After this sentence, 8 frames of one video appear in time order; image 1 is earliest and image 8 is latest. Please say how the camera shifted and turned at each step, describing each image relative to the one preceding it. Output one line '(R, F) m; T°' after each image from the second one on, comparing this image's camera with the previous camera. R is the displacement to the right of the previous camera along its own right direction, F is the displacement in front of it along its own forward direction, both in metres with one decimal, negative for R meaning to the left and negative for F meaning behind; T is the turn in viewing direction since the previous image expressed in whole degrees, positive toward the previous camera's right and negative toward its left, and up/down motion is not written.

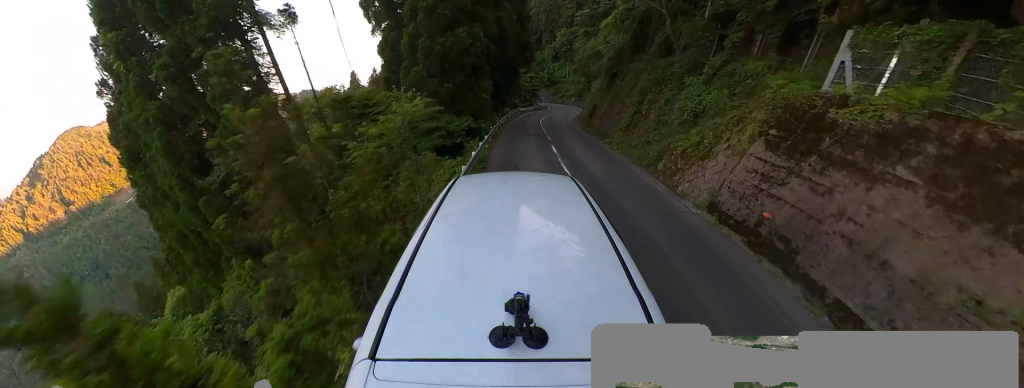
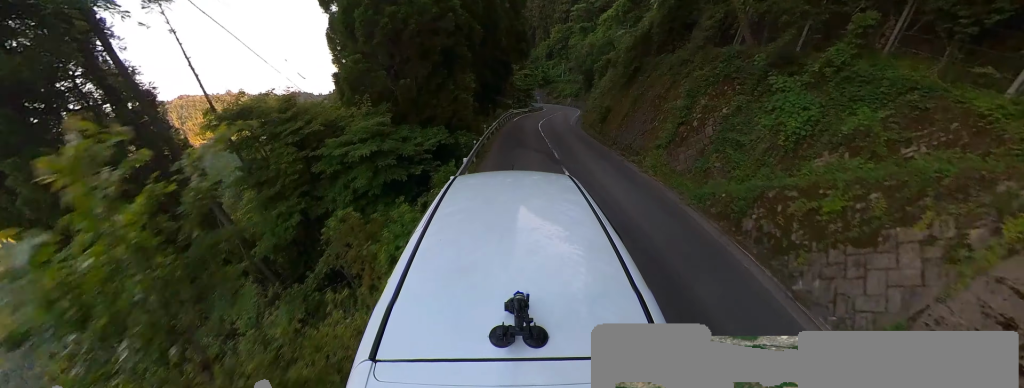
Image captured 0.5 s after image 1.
(+1.1, +5.2) m; 0°
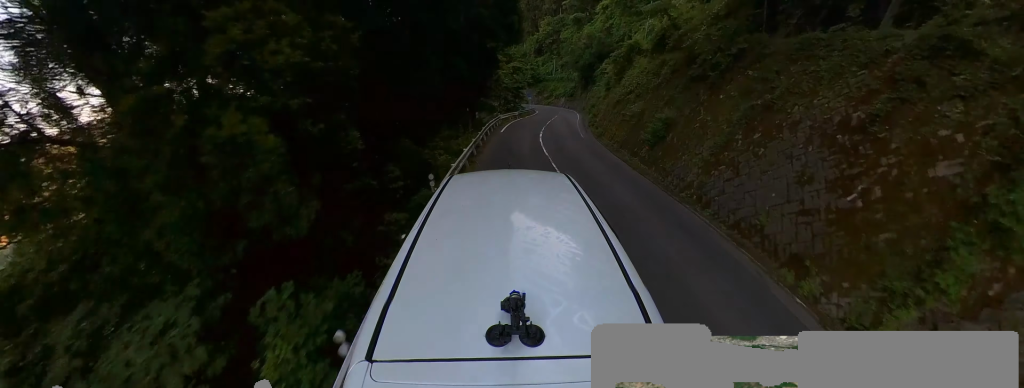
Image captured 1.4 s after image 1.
(-1.9, +9.2) m; -3°
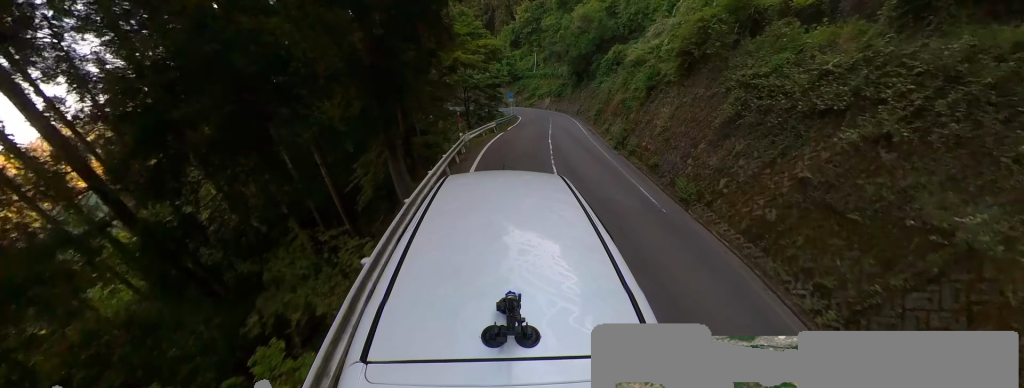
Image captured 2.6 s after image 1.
(+1.4, +12.5) m; +9°
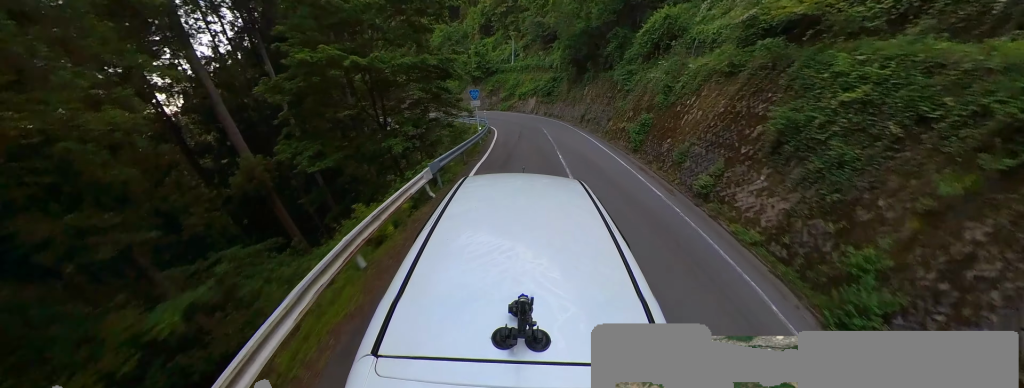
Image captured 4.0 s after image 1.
(-0.4, +14.6) m; -1°
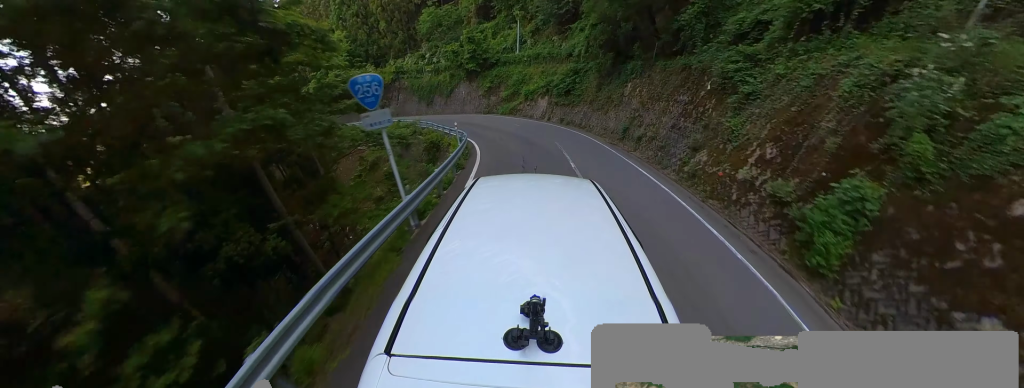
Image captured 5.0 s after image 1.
(+0.4, +10.8) m; +2°
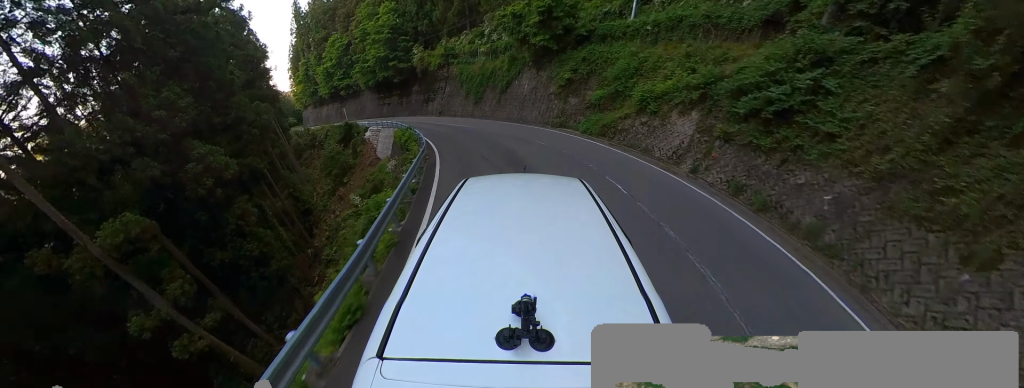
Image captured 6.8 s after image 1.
(-1.6, +16.7) m; -20°
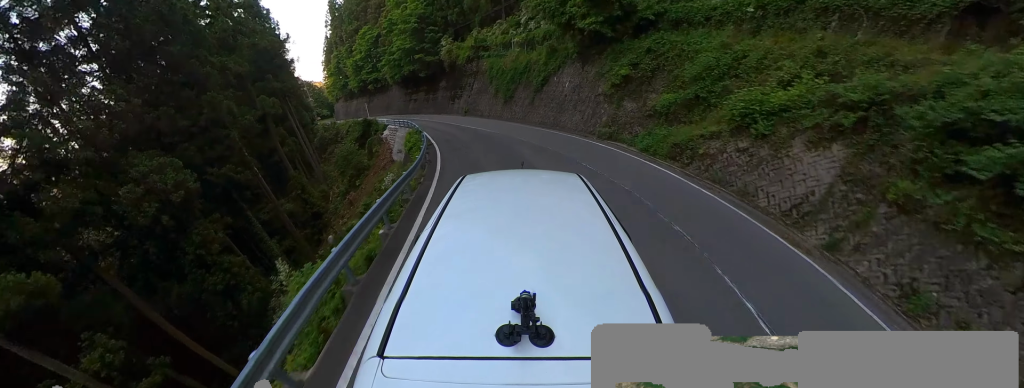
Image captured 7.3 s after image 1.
(-0.2, +4.7) m; -9°
